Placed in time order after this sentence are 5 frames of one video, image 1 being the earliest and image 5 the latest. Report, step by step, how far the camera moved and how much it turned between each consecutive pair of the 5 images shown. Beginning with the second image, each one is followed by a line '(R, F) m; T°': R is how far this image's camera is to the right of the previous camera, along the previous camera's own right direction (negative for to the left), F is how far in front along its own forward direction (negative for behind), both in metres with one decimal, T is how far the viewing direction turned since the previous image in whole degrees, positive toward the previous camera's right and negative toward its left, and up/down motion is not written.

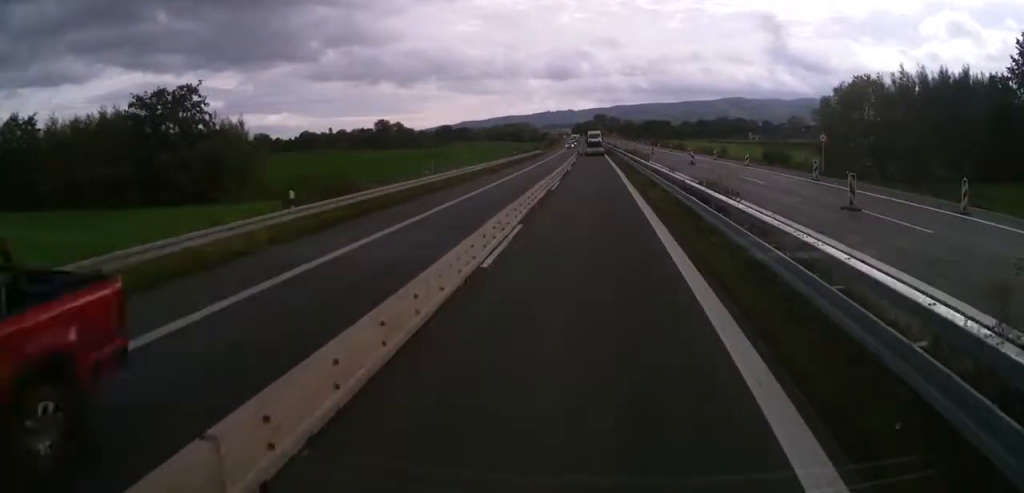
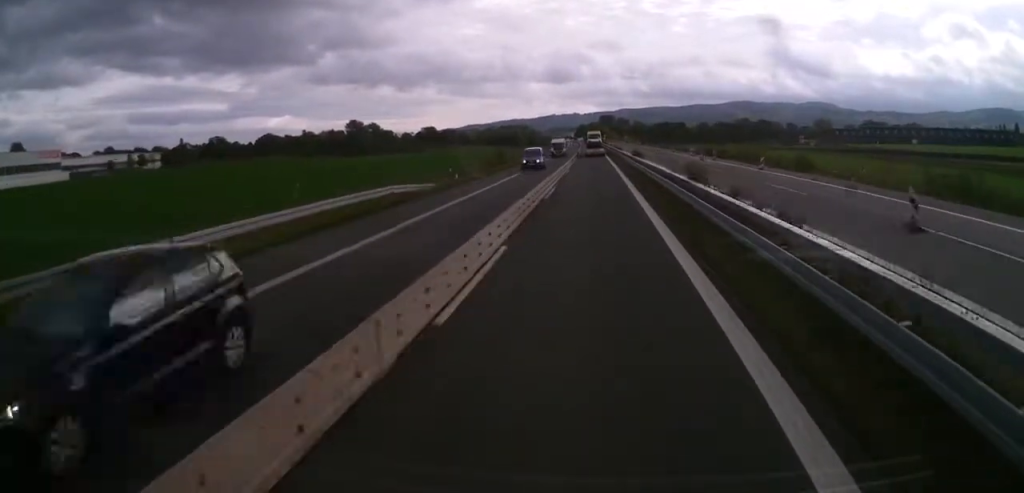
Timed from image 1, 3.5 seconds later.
(+0.2, +75.4) m; -2°
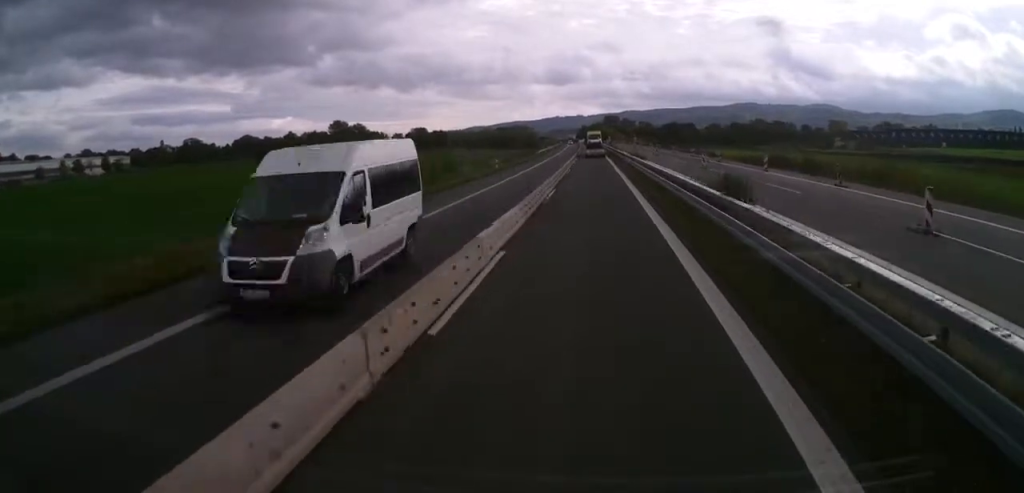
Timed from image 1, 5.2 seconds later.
(+0.4, +36.8) m; +1°
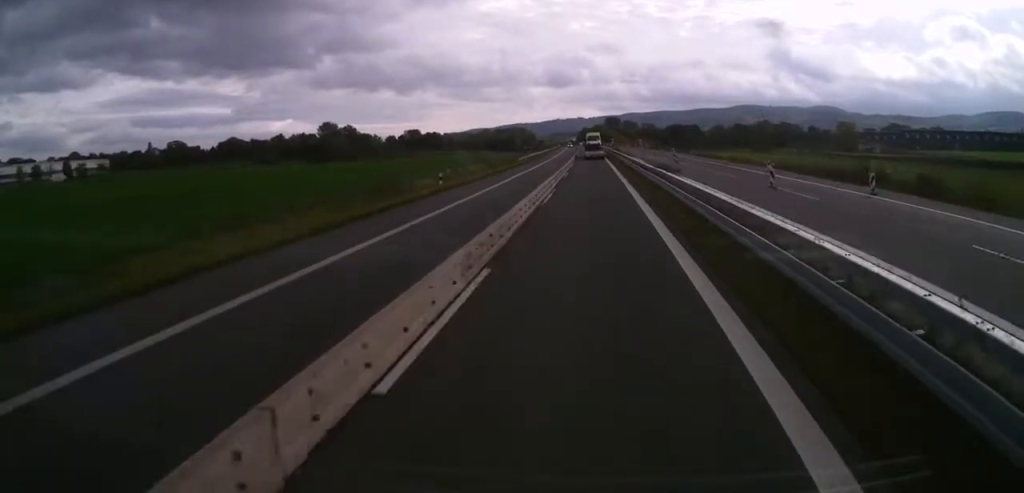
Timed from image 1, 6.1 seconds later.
(-0.1, +20.1) m; 0°
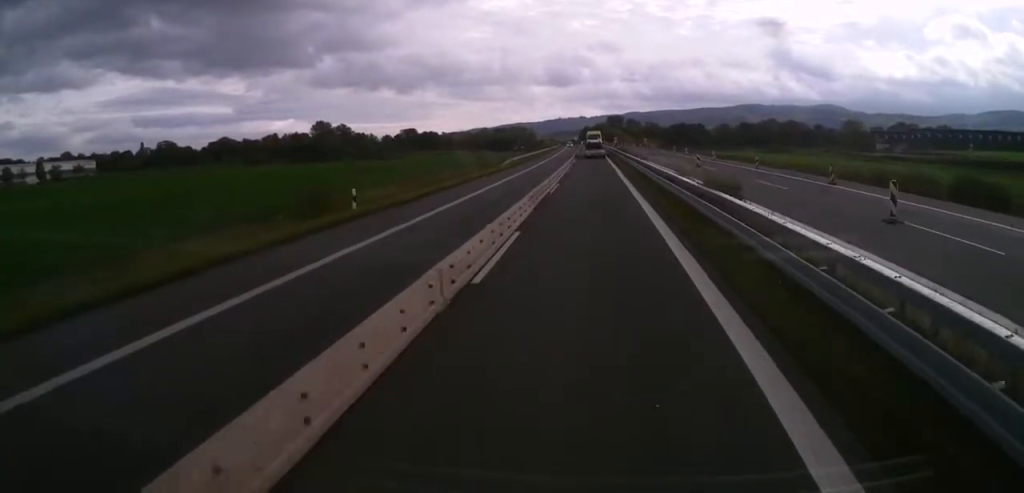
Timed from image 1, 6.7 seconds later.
(-0.1, +13.6) m; 0°
